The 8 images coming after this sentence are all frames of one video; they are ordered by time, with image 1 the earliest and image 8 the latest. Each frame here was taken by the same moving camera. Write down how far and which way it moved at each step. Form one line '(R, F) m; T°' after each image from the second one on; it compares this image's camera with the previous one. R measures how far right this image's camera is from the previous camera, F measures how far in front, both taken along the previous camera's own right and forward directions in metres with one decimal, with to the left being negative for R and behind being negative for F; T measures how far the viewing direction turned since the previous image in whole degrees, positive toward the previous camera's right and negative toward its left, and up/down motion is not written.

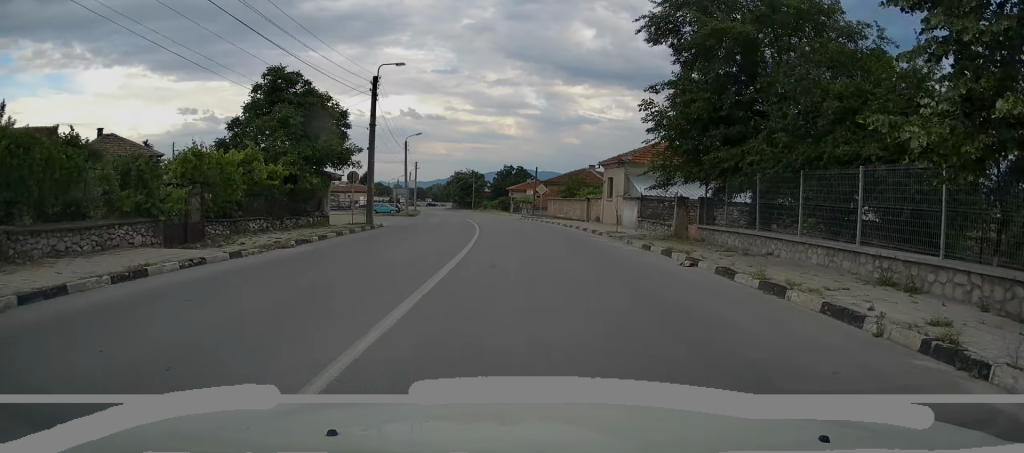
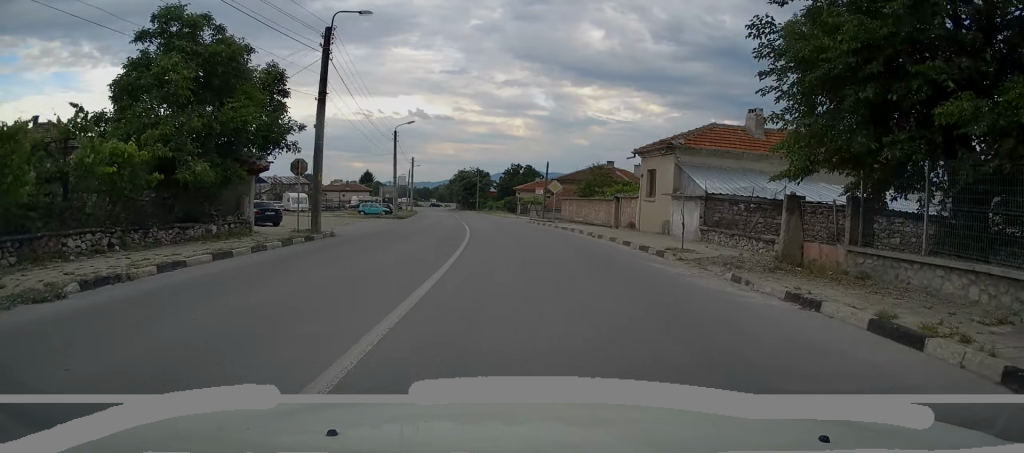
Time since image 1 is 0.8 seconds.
(+0.1, +9.4) m; -1°
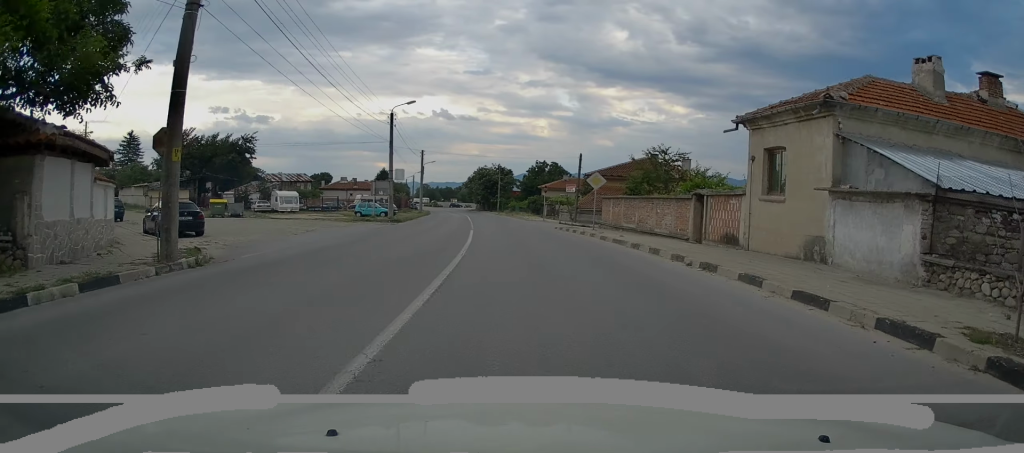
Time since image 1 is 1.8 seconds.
(-0.1, +11.1) m; -2°
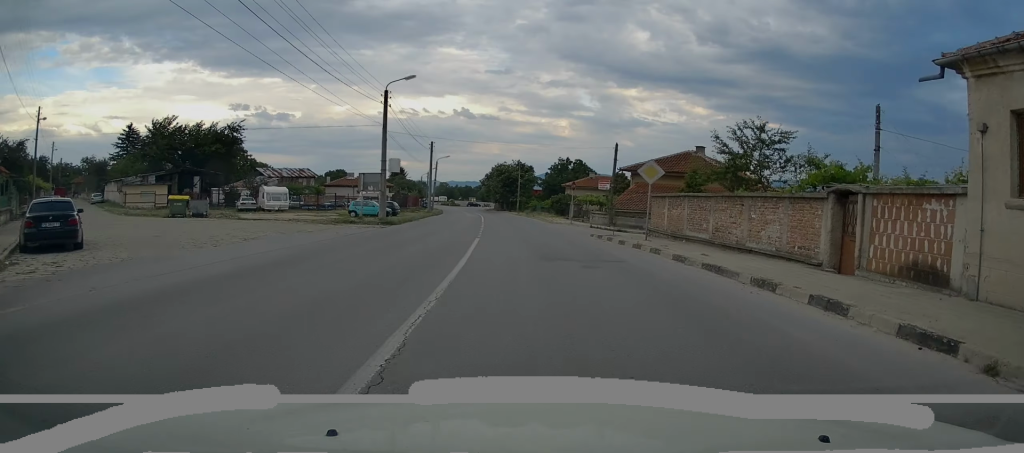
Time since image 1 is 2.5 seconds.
(-0.2, +8.7) m; -2°
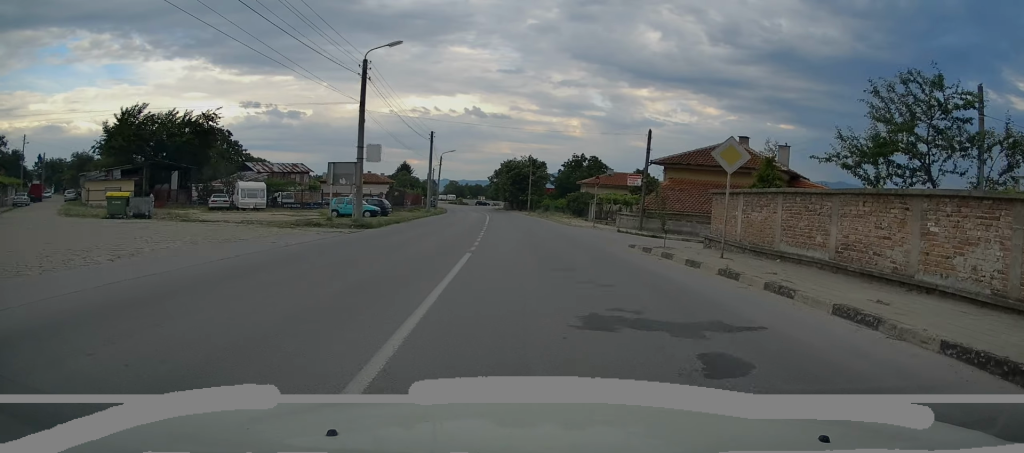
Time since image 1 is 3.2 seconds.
(-0.1, +7.6) m; 0°
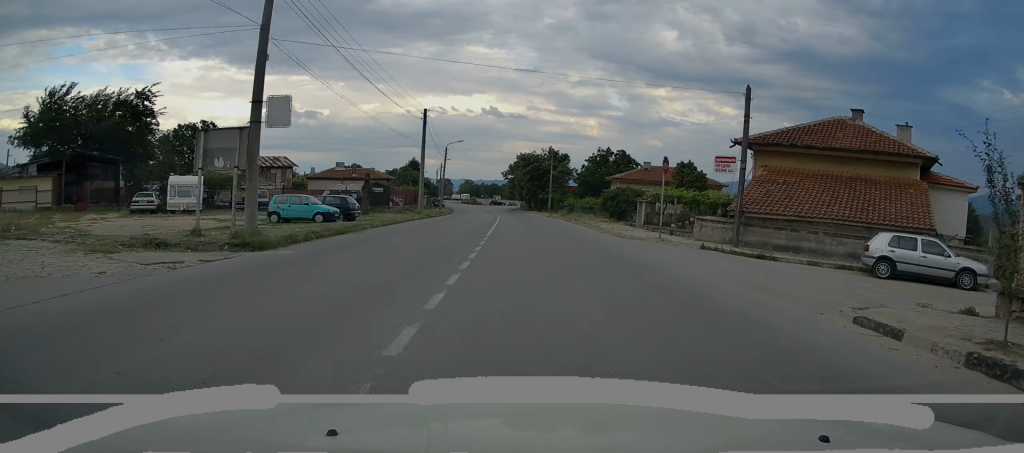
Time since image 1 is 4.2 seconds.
(0.0, +13.2) m; -2°
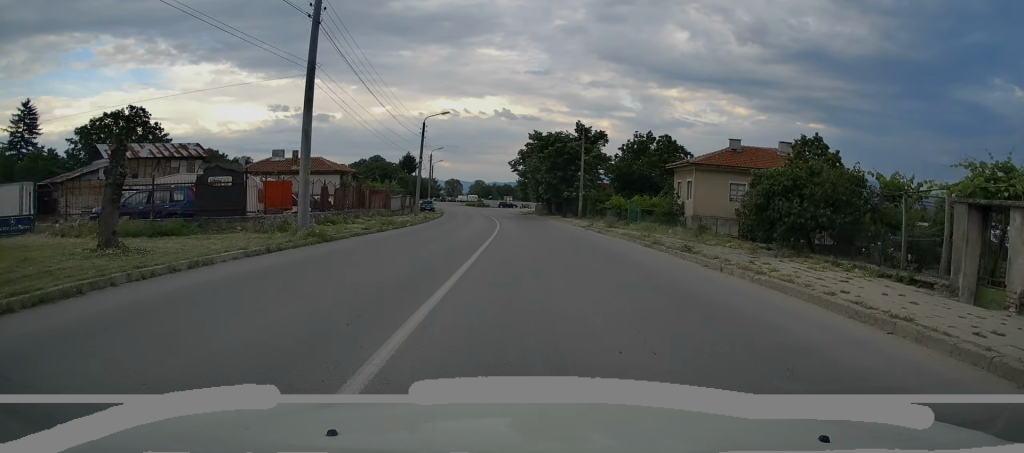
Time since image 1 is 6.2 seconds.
(-0.9, +25.2) m; -2°
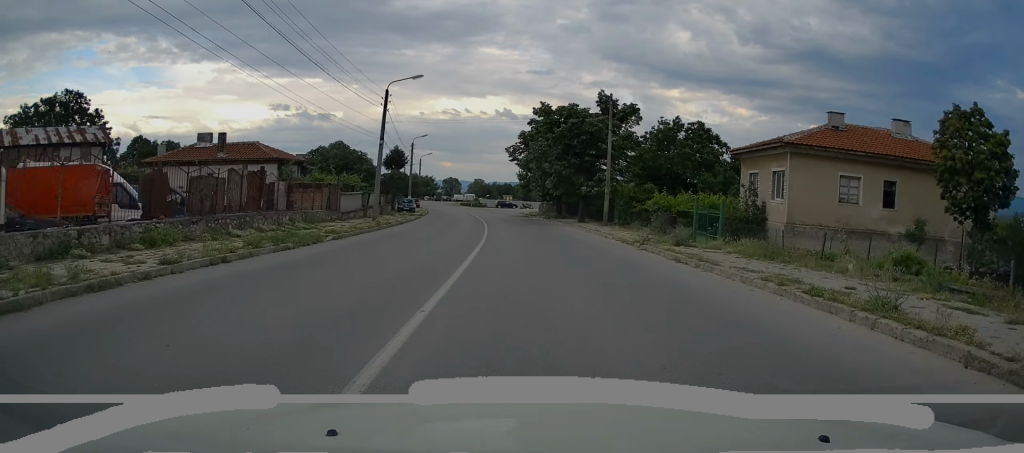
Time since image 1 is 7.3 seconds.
(0.0, +14.5) m; 0°
